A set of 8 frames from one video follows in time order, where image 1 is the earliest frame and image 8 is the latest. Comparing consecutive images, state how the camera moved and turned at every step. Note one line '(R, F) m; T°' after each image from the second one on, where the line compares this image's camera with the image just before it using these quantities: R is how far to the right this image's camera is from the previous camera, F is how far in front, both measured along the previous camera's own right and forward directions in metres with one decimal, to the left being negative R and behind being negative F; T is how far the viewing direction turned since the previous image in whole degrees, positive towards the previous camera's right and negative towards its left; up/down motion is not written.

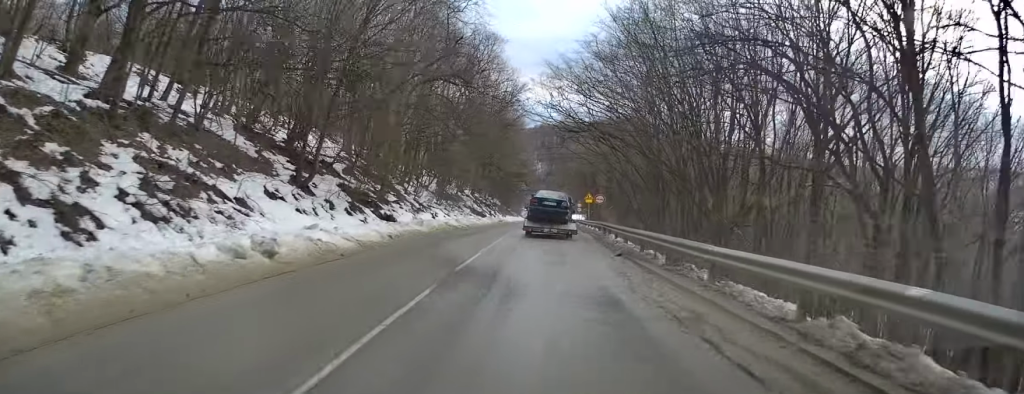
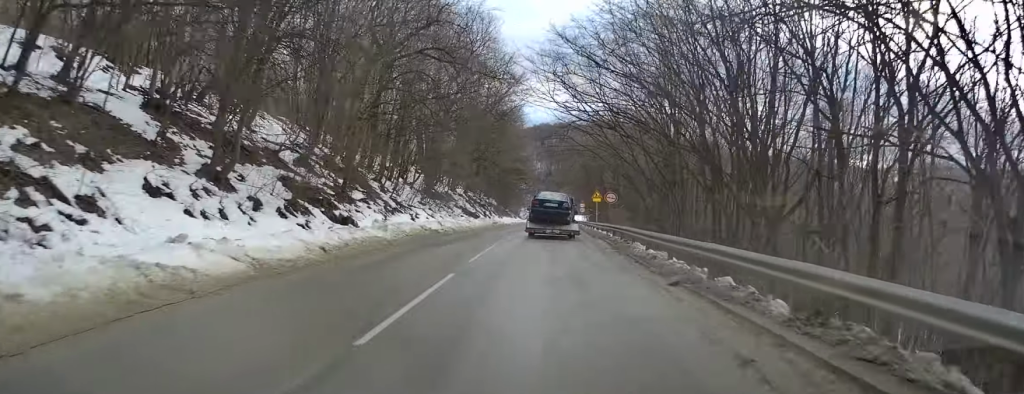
(-0.1, +7.2) m; 0°
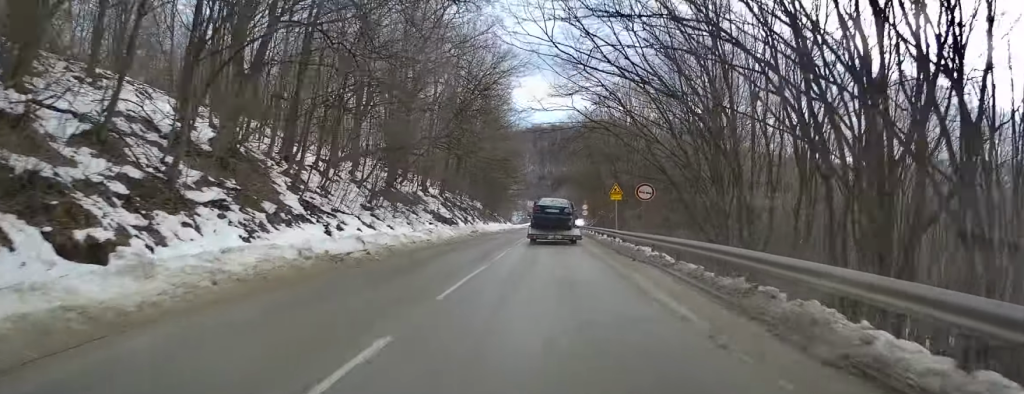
(+0.2, +14.4) m; +1°
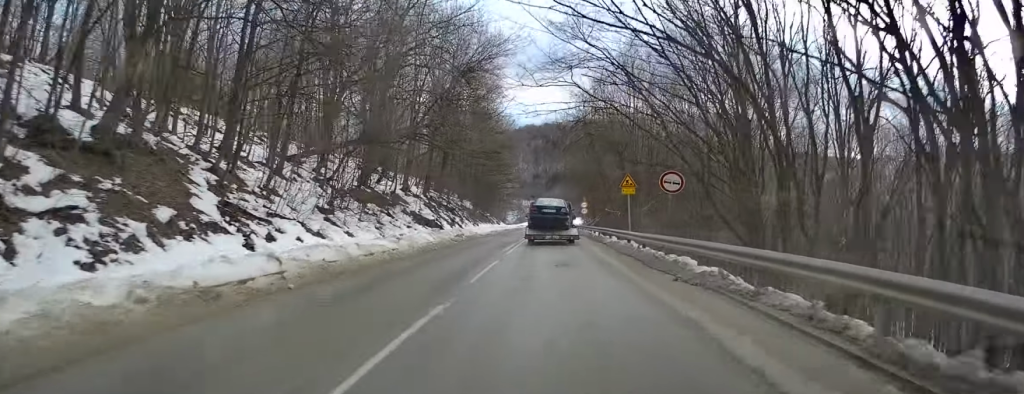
(0.0, +6.1) m; 0°
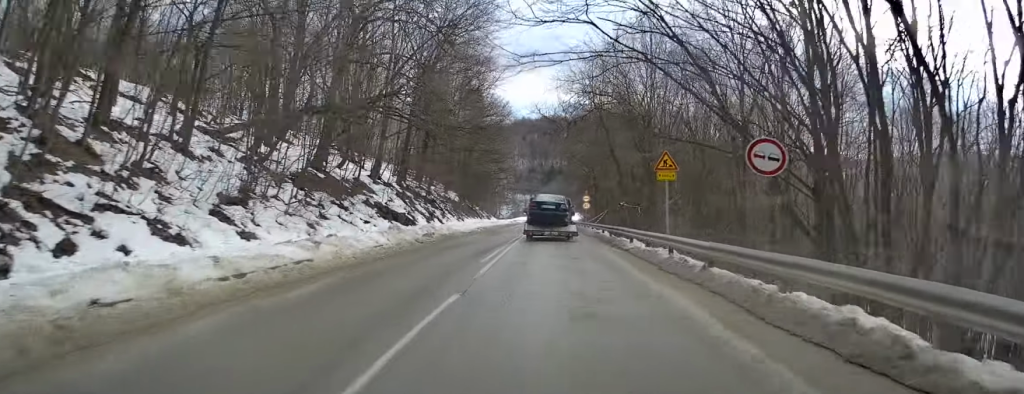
(0.0, +8.5) m; +1°
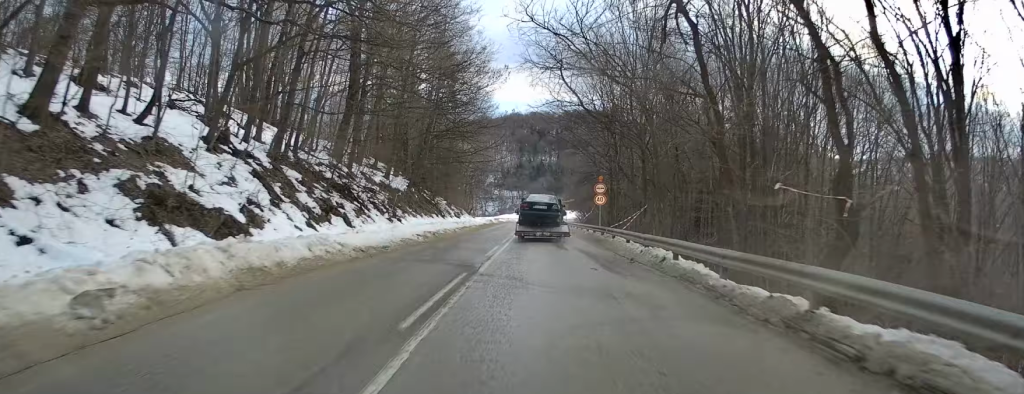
(+0.3, +20.4) m; +1°
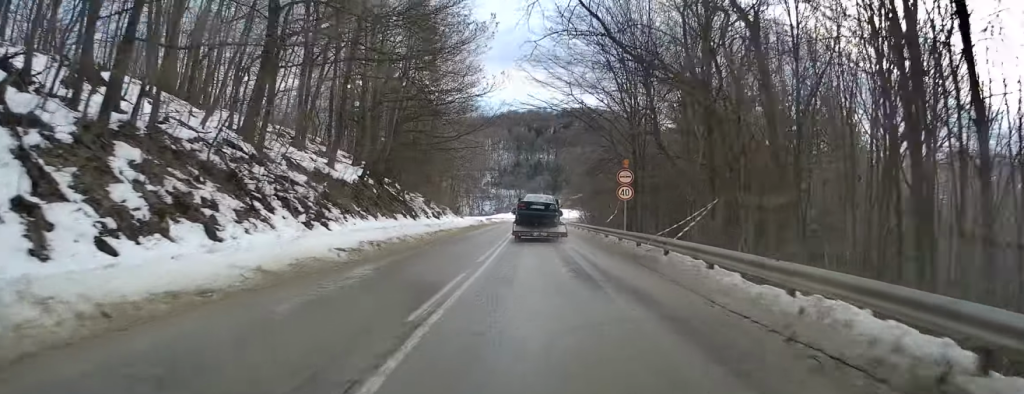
(0.0, +10.9) m; 0°
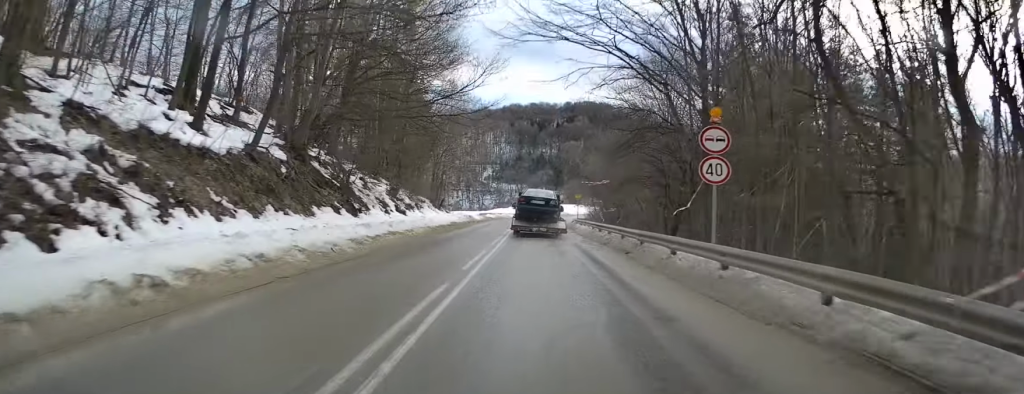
(0.0, +12.5) m; +1°
